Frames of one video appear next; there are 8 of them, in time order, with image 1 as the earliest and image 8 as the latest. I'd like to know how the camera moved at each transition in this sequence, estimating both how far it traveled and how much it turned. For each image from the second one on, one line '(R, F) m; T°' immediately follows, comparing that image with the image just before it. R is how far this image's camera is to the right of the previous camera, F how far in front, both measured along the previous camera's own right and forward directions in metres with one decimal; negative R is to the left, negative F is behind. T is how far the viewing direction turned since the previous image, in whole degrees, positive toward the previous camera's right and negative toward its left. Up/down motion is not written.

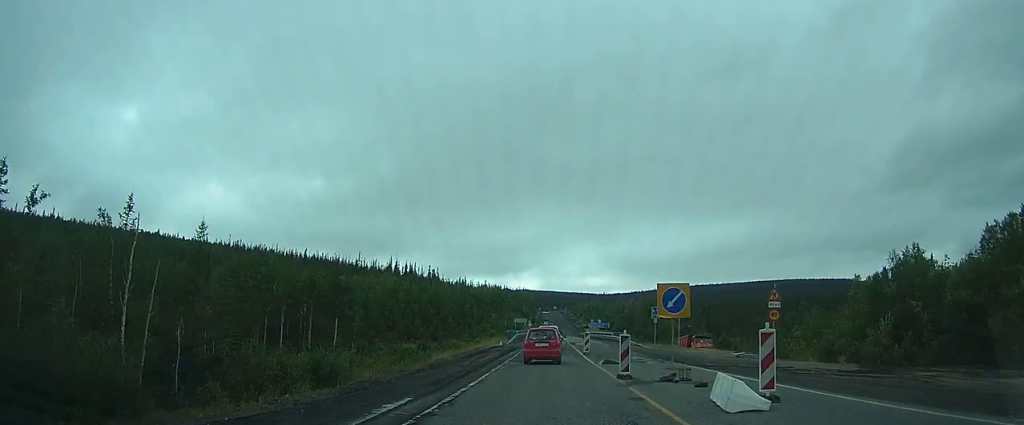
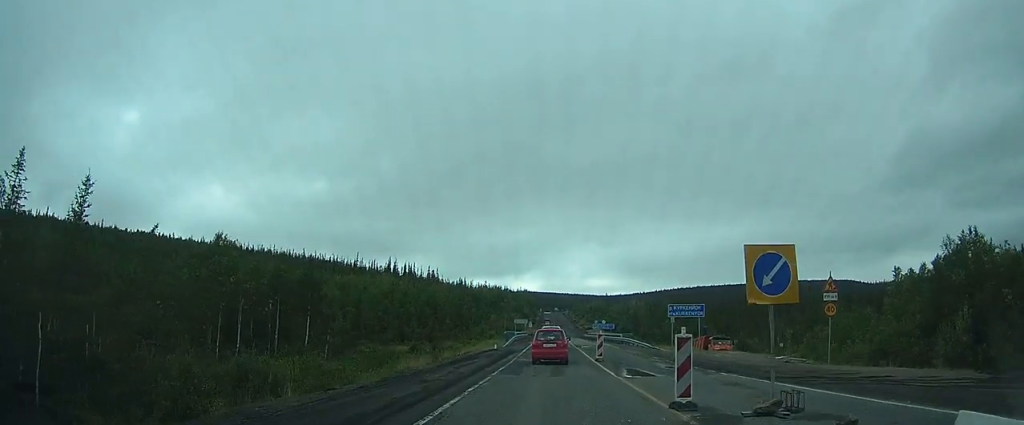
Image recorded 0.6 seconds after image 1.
(+0.1, +6.7) m; +1°
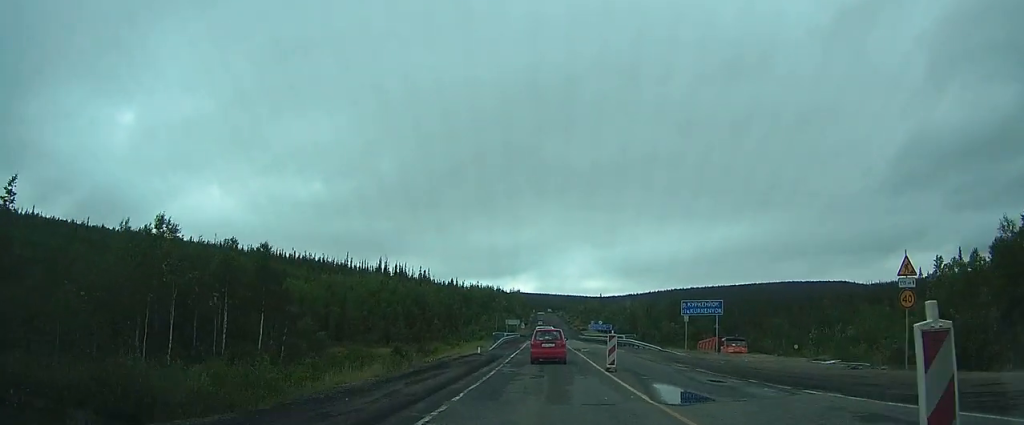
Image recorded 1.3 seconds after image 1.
(0.0, +6.8) m; 0°
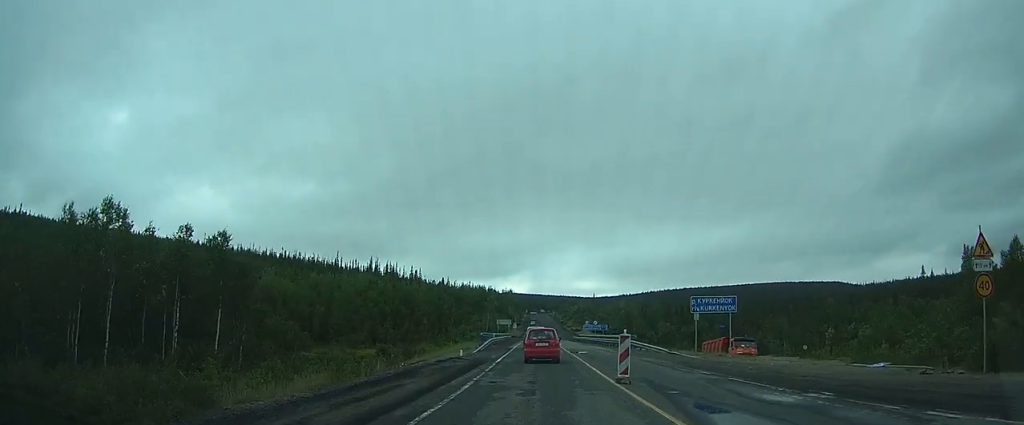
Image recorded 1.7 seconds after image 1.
(0.0, +4.8) m; 0°
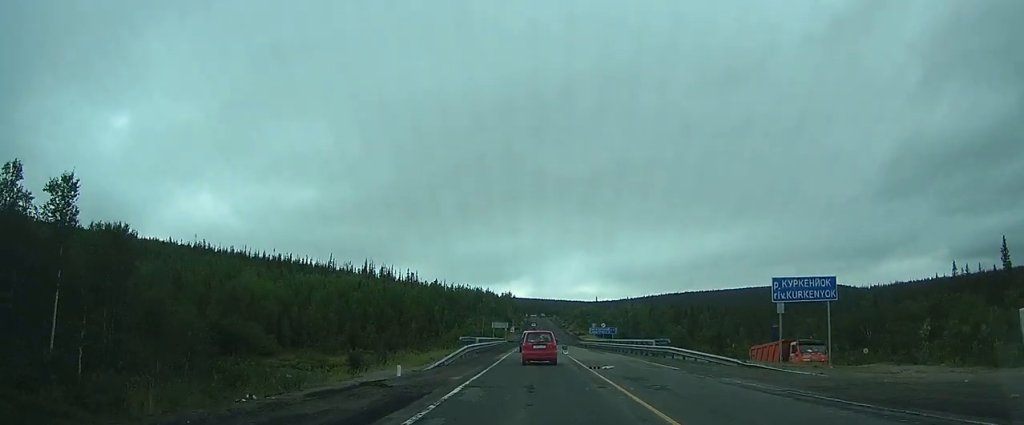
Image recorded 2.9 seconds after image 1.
(0.0, +13.7) m; 0°
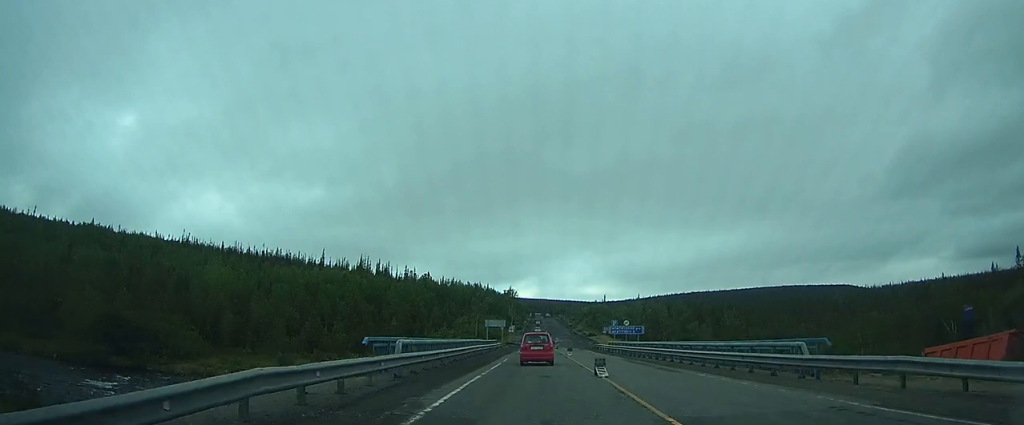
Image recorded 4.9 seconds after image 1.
(-0.3, +21.9) m; -1°
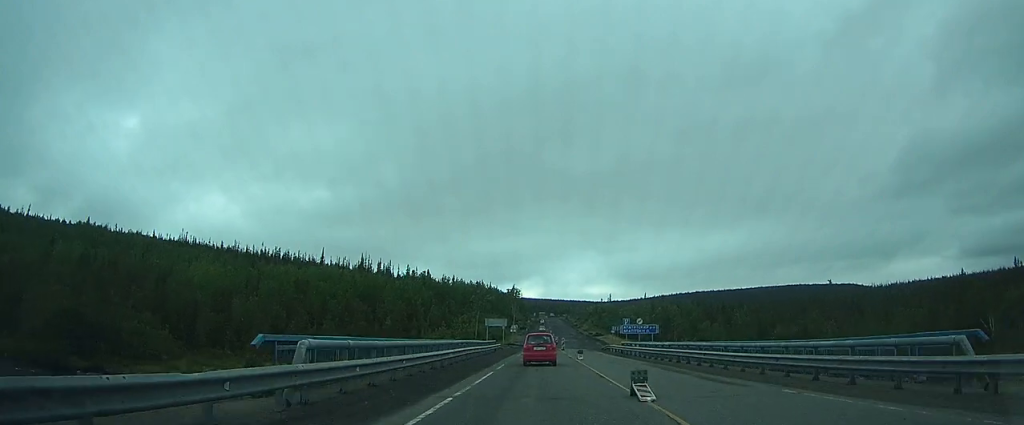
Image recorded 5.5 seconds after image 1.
(-0.1, +7.0) m; 0°
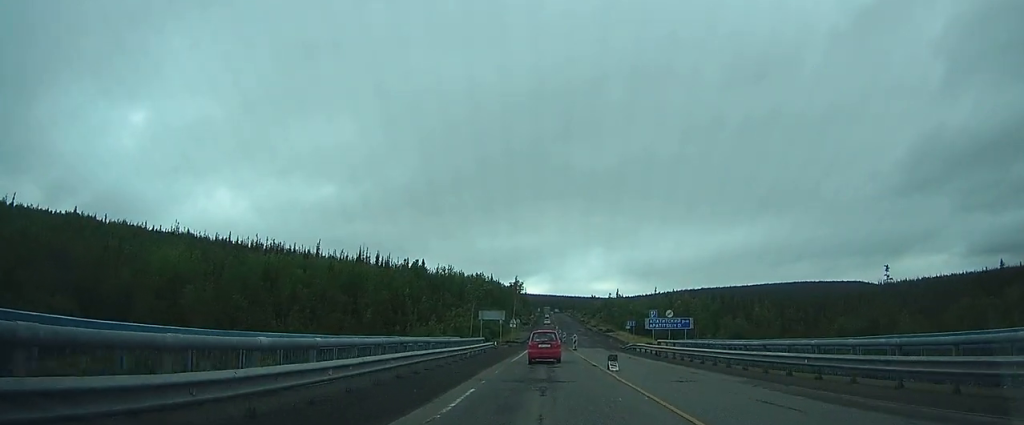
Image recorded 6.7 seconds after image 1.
(+0.3, +14.5) m; +2°
